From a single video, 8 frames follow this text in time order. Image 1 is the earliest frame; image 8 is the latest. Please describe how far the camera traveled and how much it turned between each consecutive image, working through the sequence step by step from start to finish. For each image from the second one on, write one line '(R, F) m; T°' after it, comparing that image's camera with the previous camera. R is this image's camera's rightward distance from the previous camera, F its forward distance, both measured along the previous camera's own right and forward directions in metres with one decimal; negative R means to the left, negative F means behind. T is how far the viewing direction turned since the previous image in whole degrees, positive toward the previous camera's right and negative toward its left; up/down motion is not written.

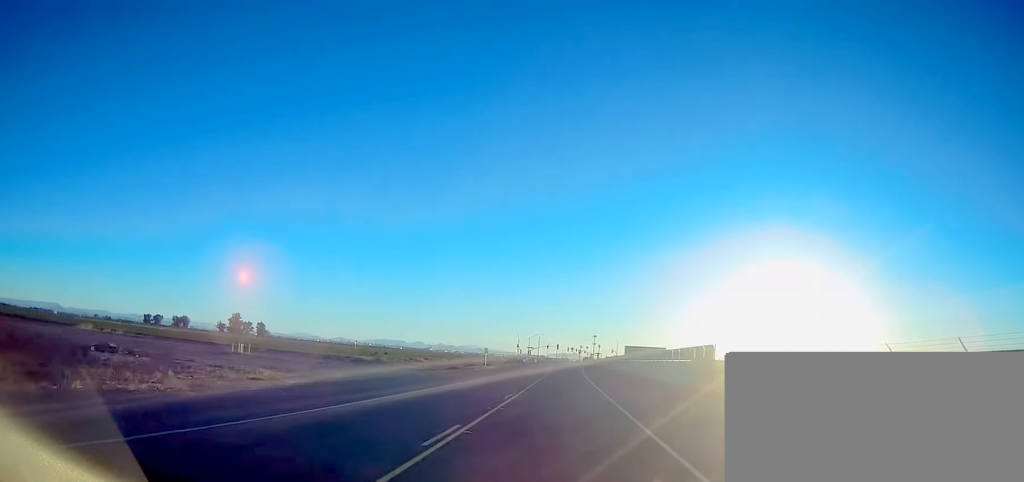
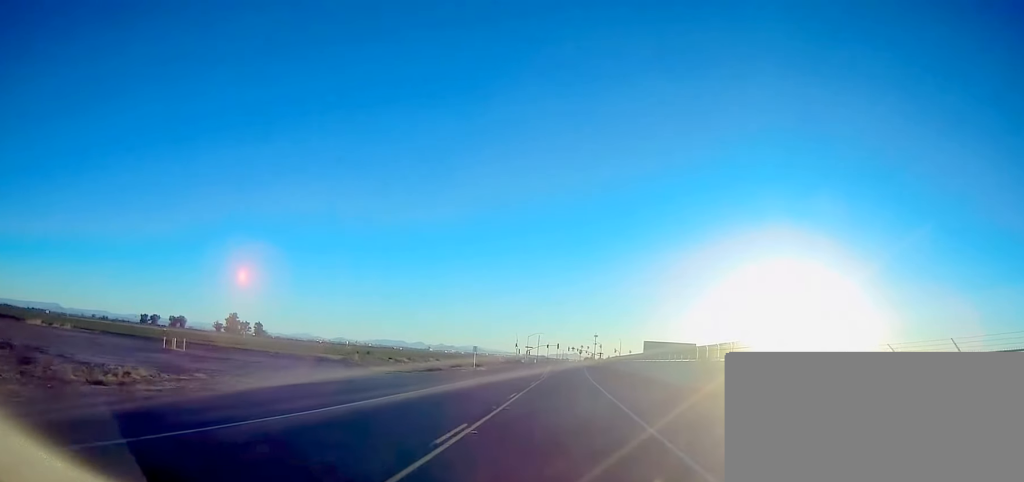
(0.0, +11.6) m; 0°
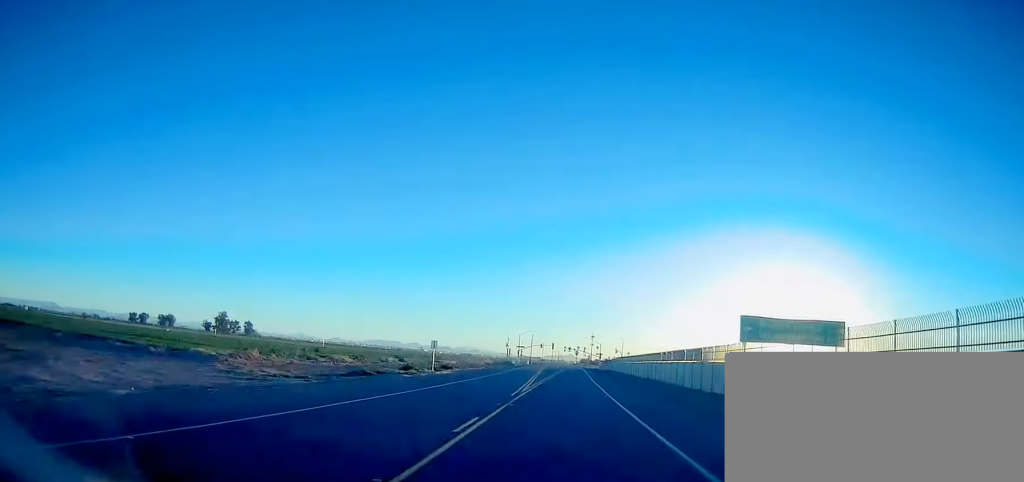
(0.0, +22.6) m; 0°
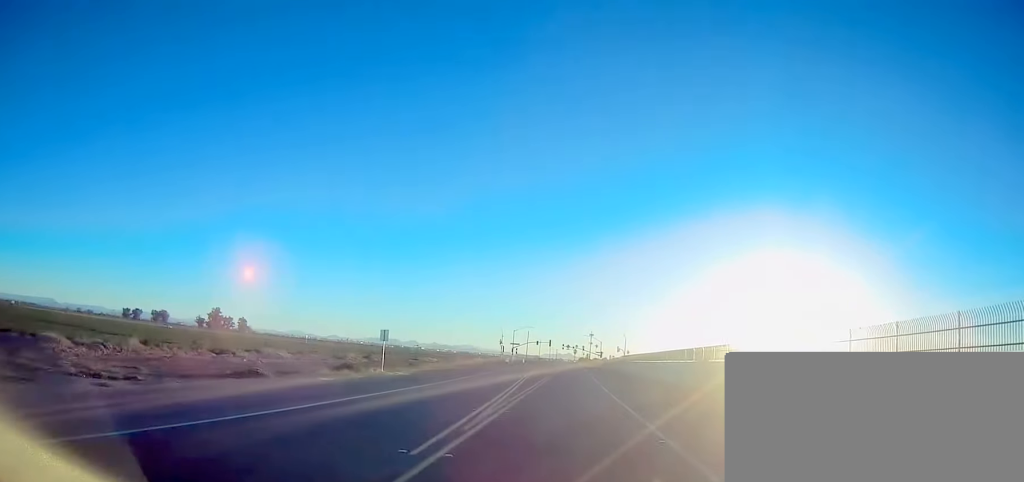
(0.0, +15.3) m; +1°
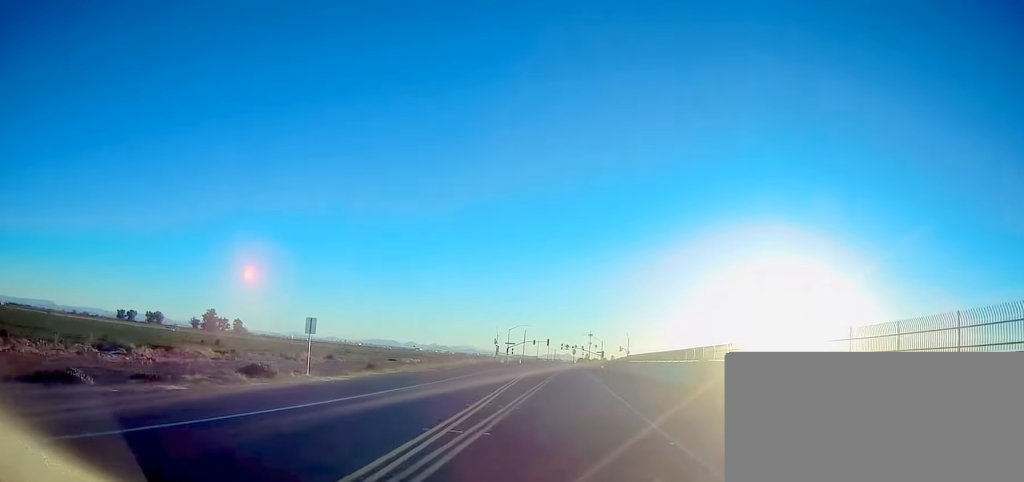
(0.0, +12.3) m; +1°
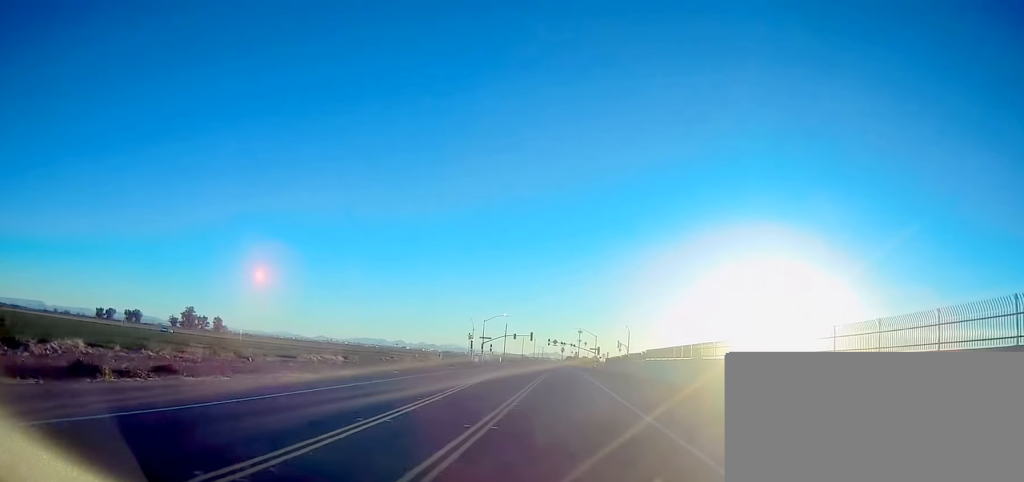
(+0.4, +30.1) m; 0°
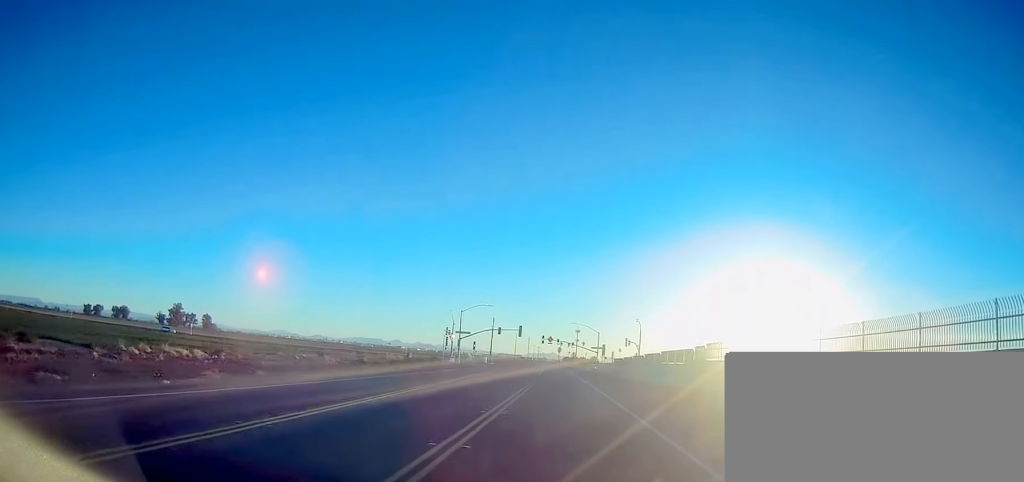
(-0.1, +26.9) m; 0°
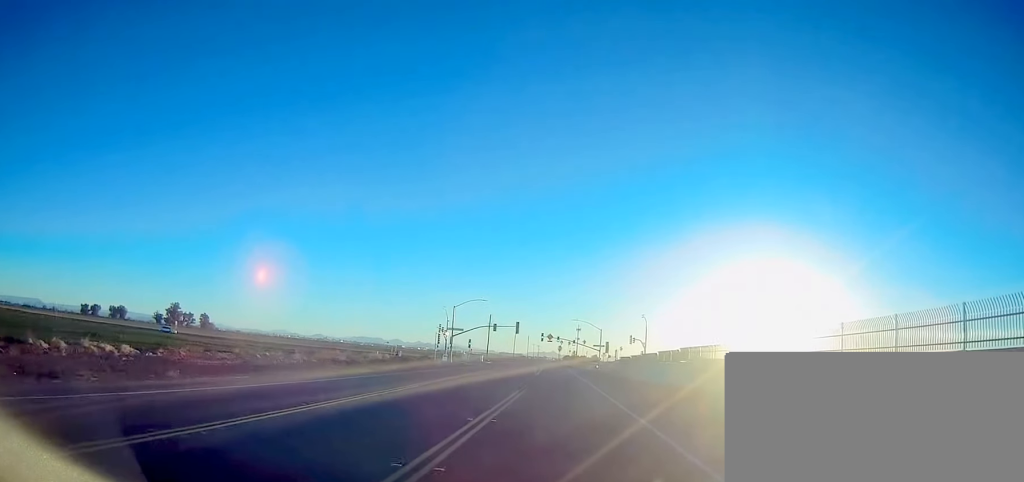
(0.0, +7.9) m; 0°
